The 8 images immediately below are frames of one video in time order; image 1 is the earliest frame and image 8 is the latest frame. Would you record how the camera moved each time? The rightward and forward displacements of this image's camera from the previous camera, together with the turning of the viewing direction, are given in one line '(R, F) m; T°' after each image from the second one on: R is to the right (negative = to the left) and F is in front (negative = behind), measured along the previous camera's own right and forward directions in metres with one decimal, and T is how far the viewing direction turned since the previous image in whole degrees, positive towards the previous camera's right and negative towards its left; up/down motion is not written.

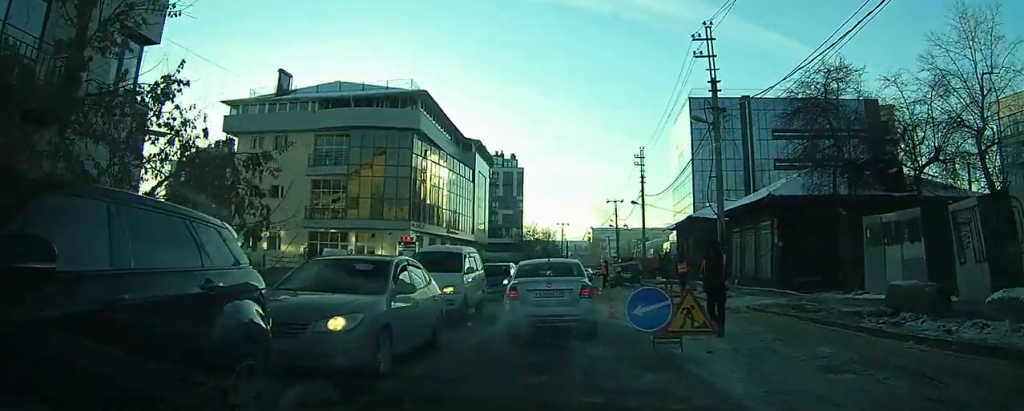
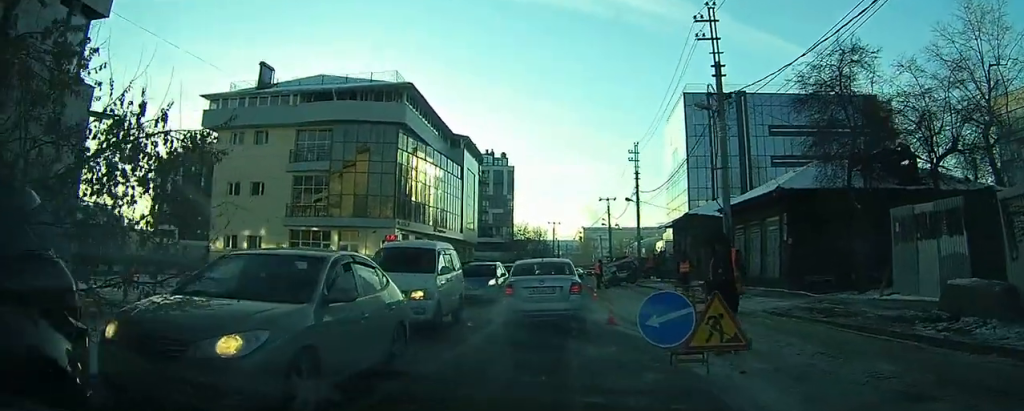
(0.0, +2.1) m; 0°
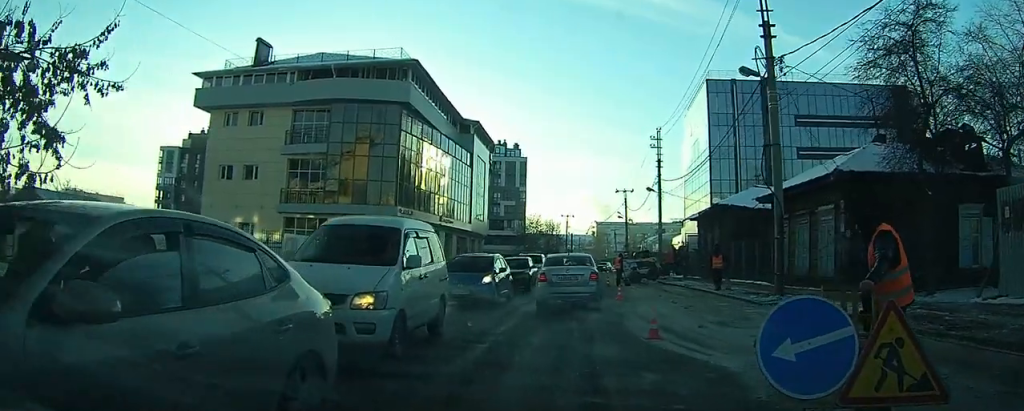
(0.0, +4.3) m; 0°
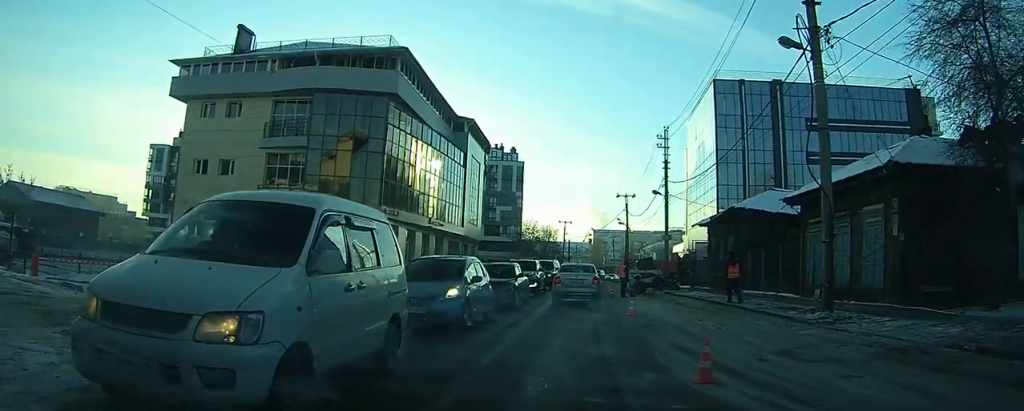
(-0.1, +4.1) m; -2°
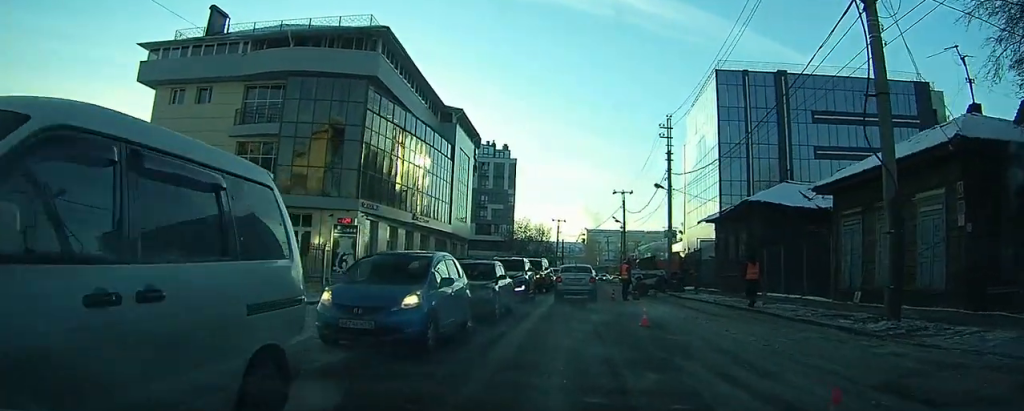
(0.0, +2.8) m; +1°
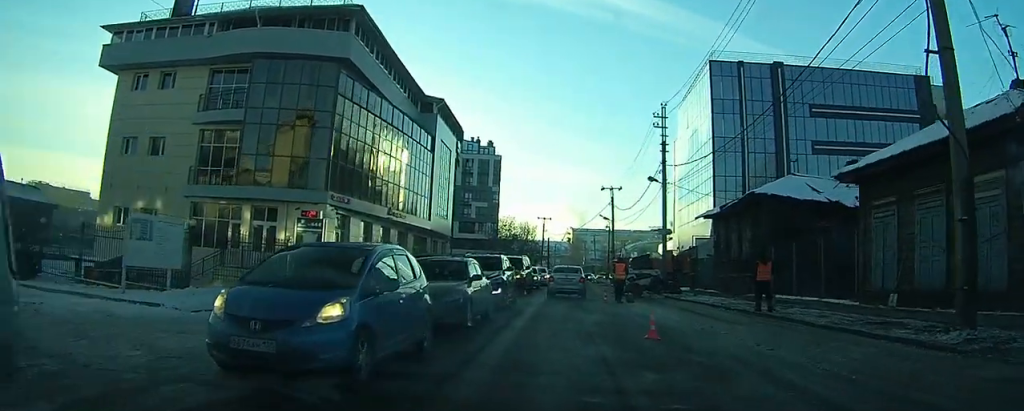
(0.0, +2.1) m; 0°
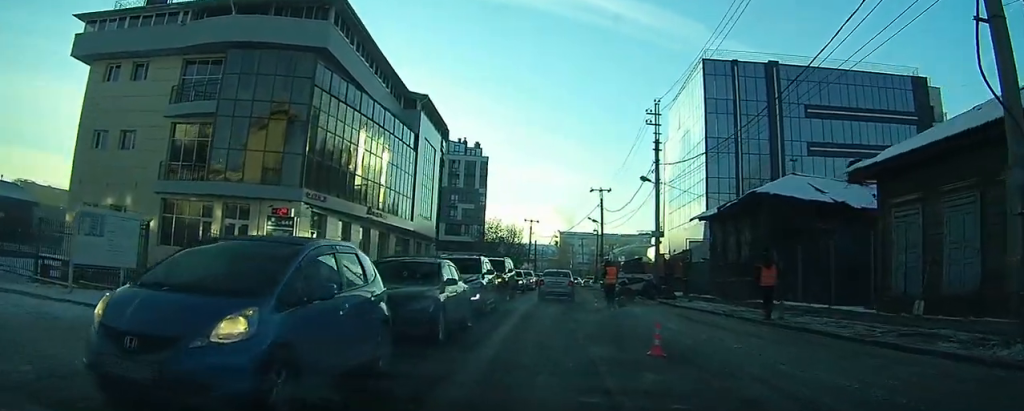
(0.0, +1.4) m; 0°
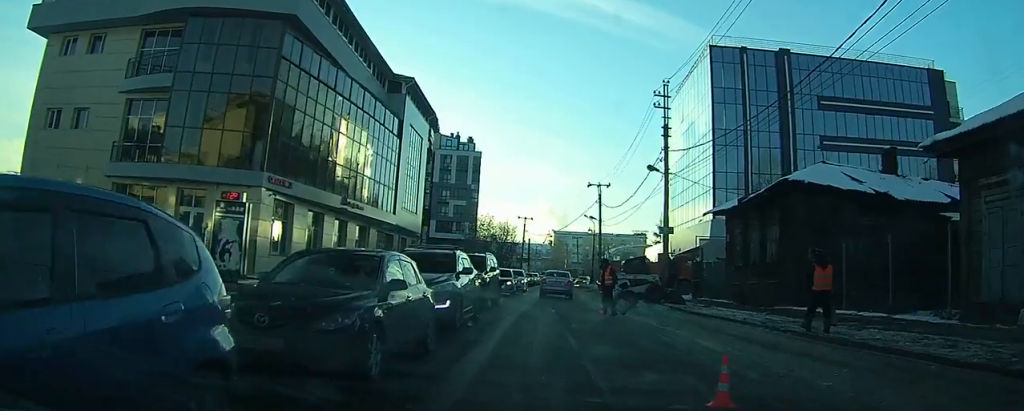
(0.0, +3.1) m; +1°
